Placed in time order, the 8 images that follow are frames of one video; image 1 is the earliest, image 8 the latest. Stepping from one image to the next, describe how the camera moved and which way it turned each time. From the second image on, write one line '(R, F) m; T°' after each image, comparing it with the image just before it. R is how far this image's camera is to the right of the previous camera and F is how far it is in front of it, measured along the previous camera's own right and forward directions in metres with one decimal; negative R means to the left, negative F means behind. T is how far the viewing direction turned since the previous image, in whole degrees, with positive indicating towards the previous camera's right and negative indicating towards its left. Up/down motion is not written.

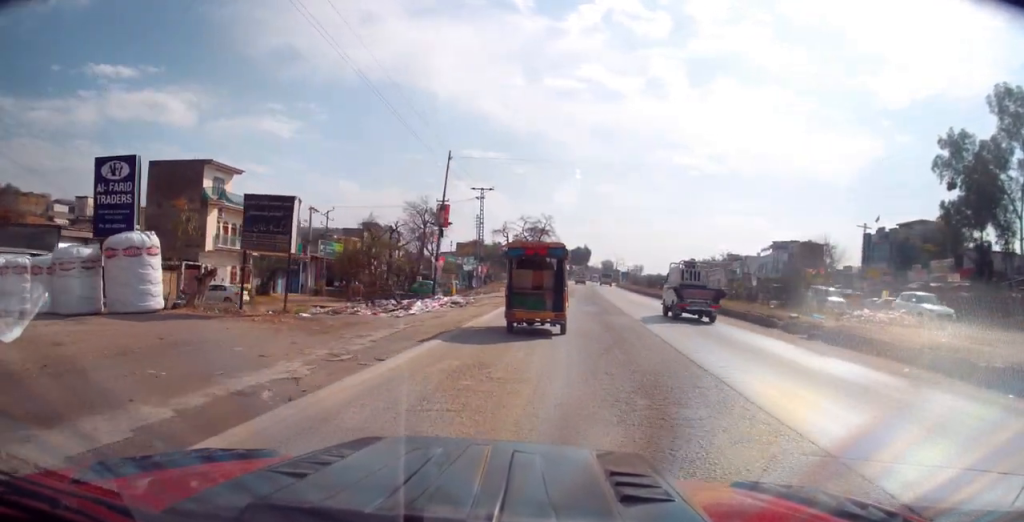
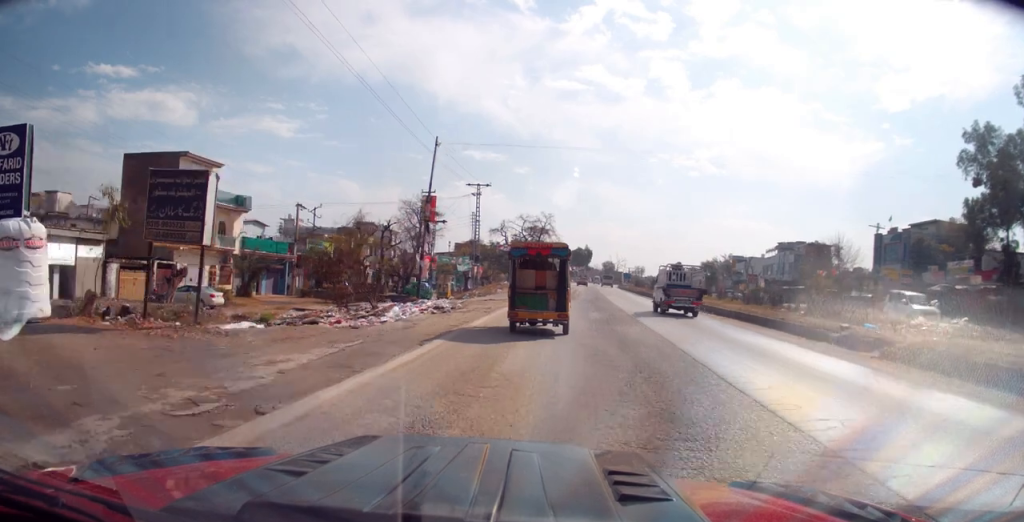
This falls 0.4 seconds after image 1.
(0.0, +3.7) m; 0°
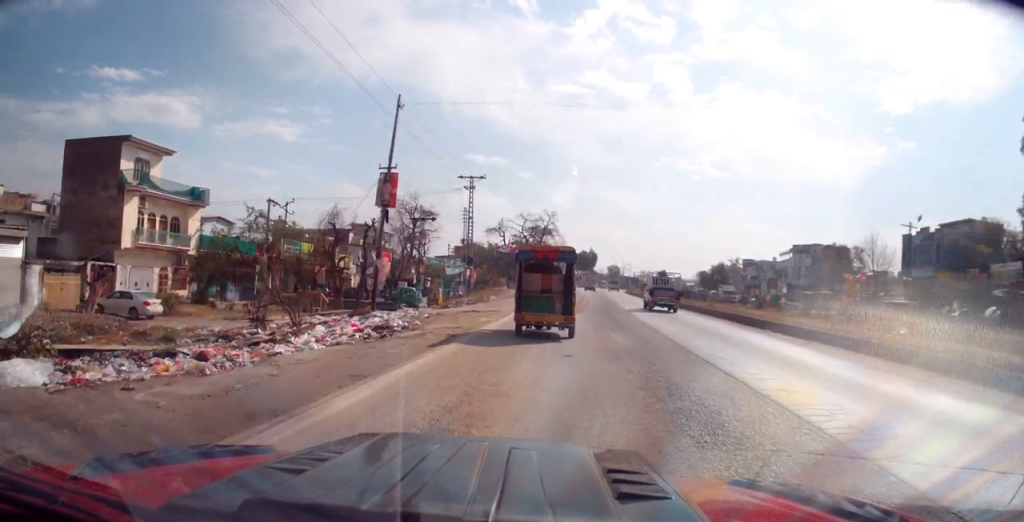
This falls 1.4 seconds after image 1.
(-0.2, +7.4) m; 0°
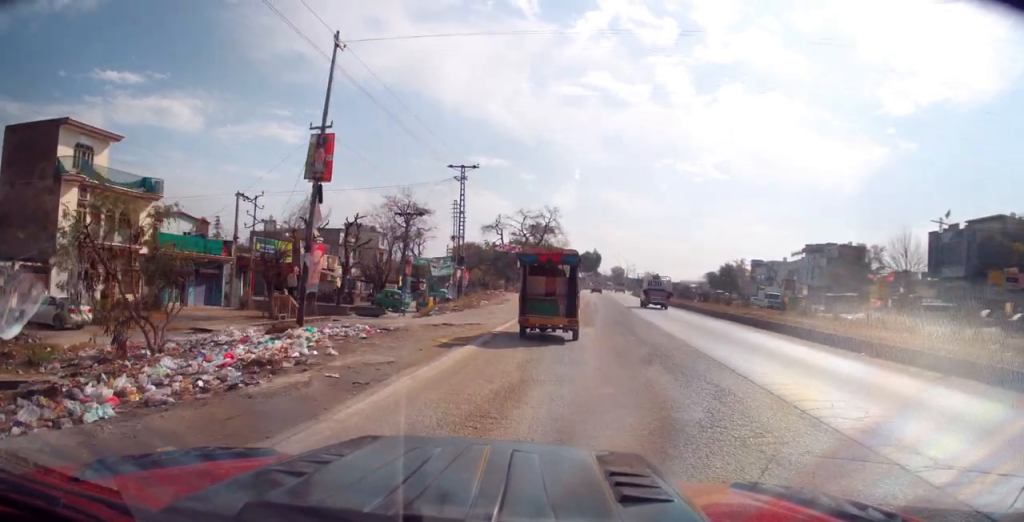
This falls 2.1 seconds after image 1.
(+0.2, +6.3) m; 0°
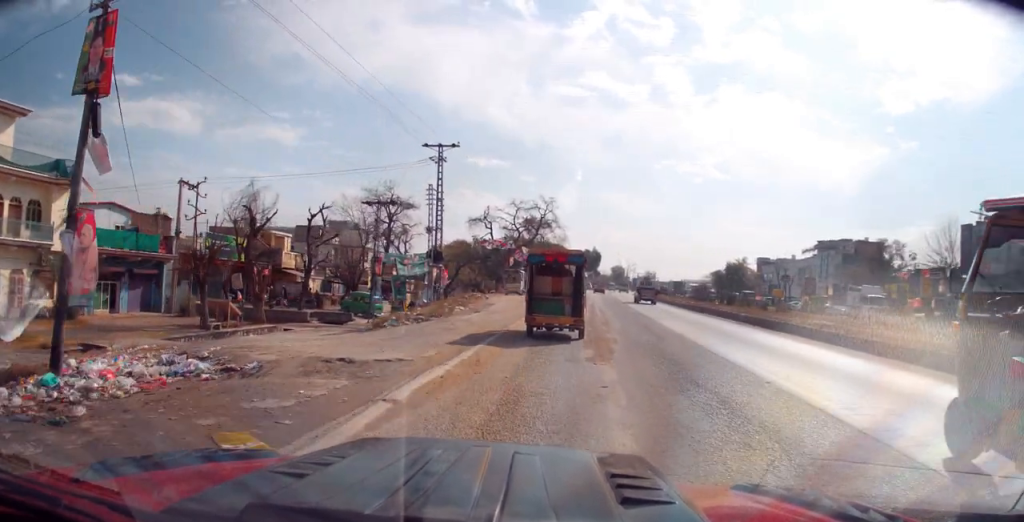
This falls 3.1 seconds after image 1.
(-0.2, +8.2) m; 0°
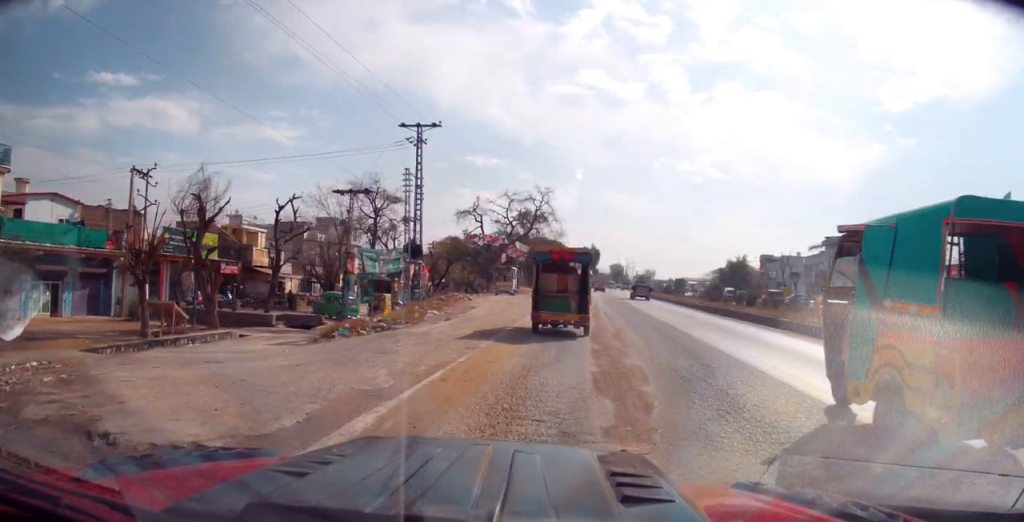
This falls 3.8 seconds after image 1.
(+0.1, +5.4) m; +1°
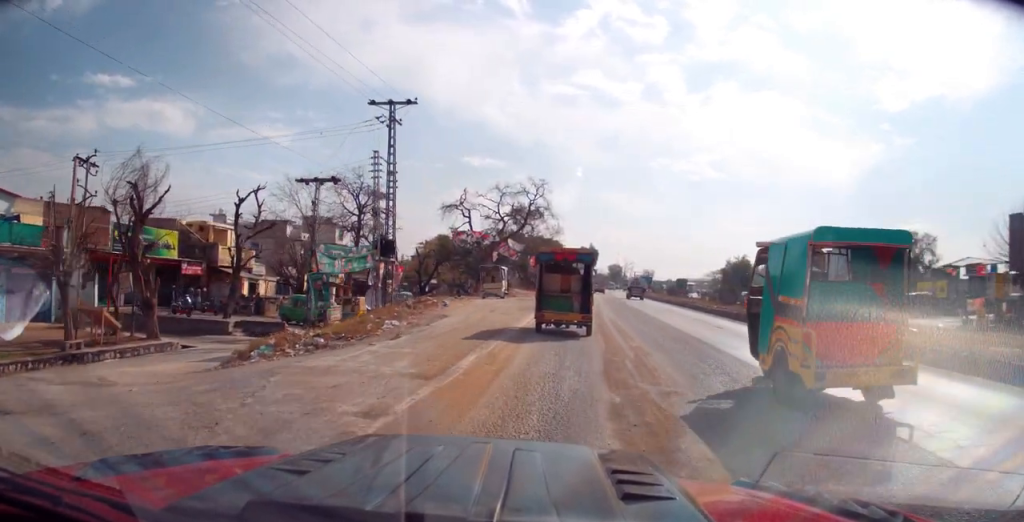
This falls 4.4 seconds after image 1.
(+0.1, +5.3) m; +1°
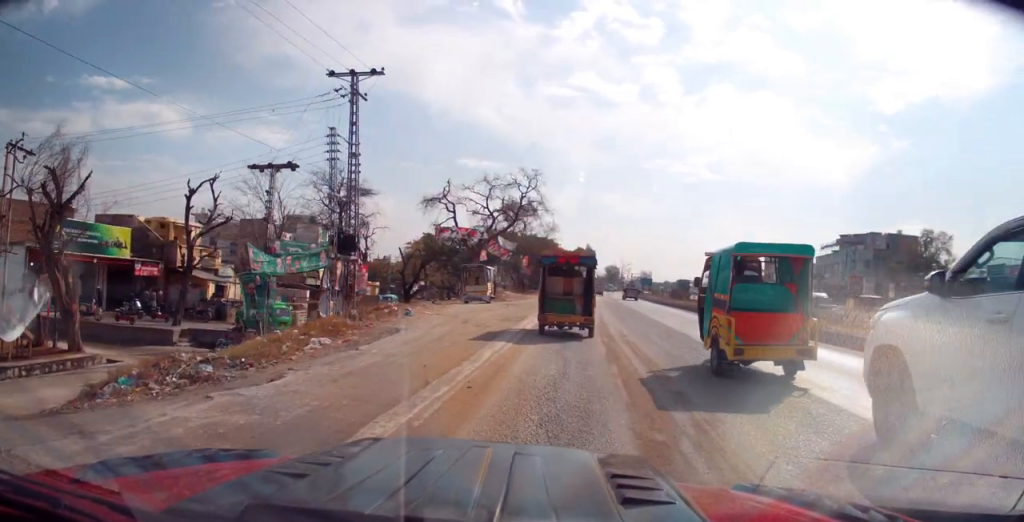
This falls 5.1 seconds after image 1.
(0.0, +5.2) m; 0°
